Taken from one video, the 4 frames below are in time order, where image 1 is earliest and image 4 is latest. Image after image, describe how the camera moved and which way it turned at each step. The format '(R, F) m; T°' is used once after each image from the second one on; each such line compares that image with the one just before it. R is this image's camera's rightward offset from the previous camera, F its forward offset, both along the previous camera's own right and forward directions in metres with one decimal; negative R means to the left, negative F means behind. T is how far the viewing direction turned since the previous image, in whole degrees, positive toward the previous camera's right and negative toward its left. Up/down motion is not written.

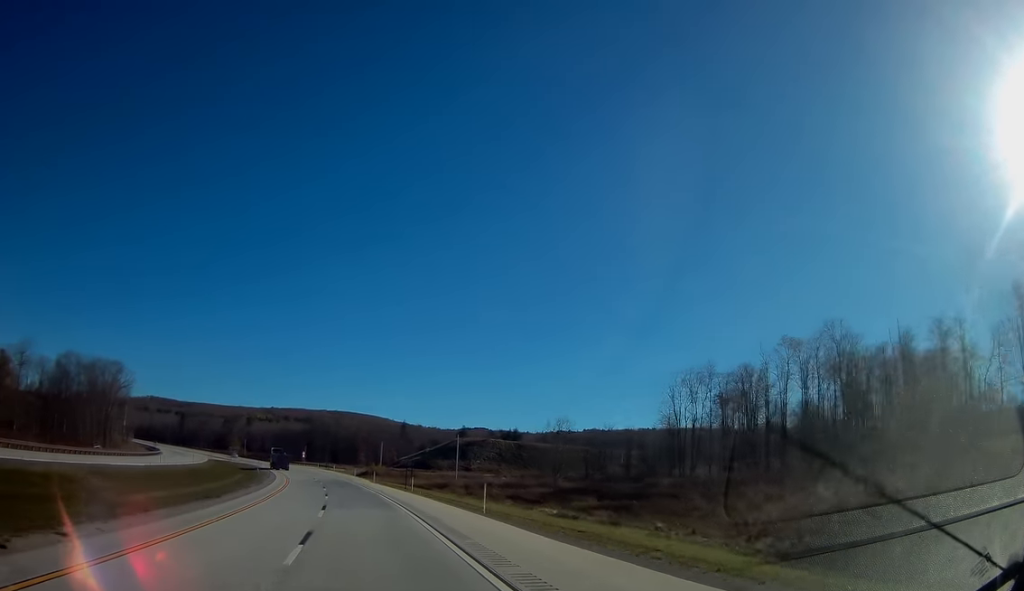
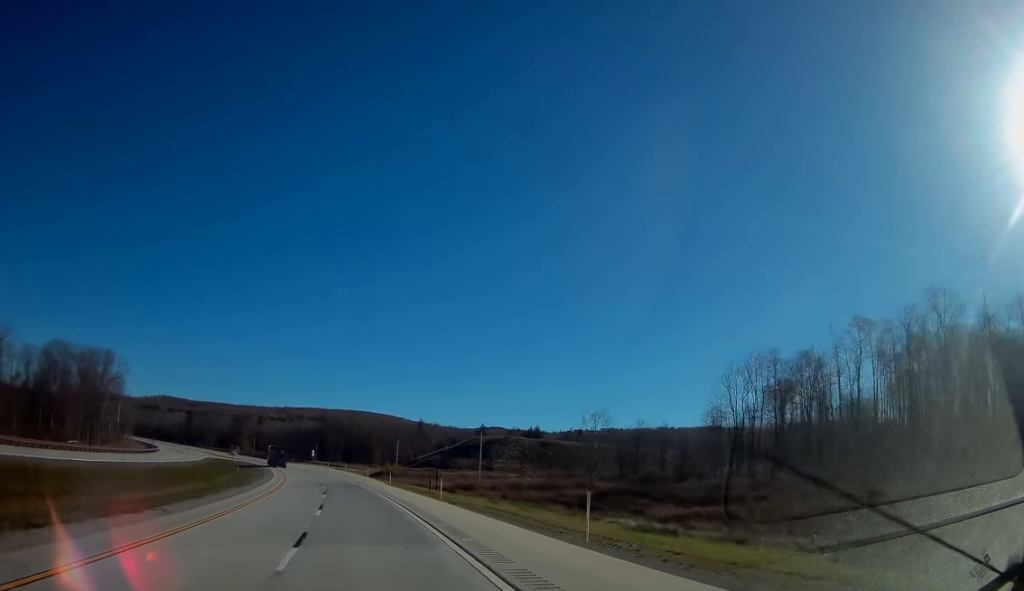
(-0.1, +13.2) m; -2°
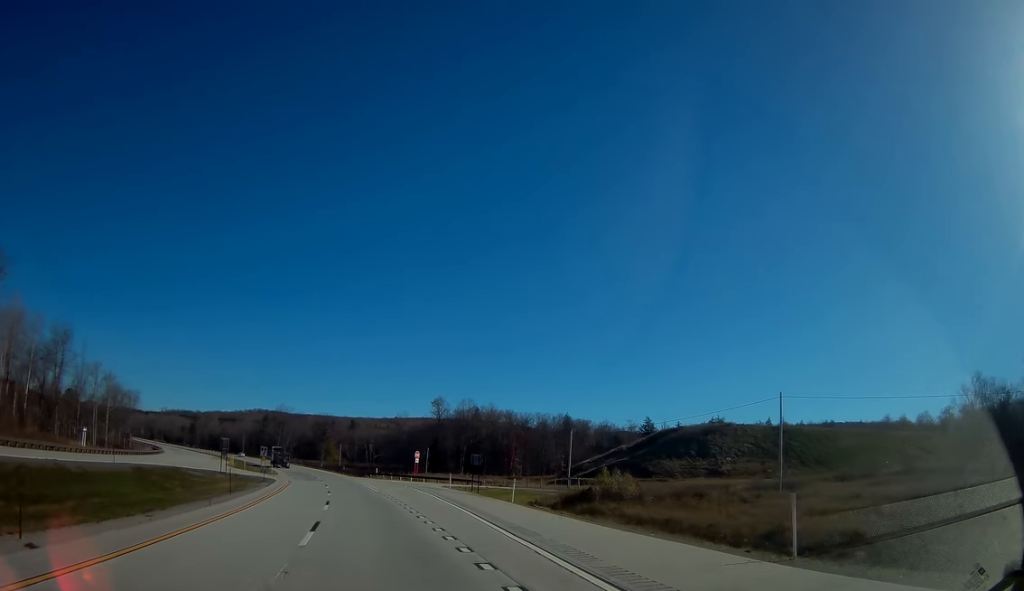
(-7.3, +80.7) m; -11°
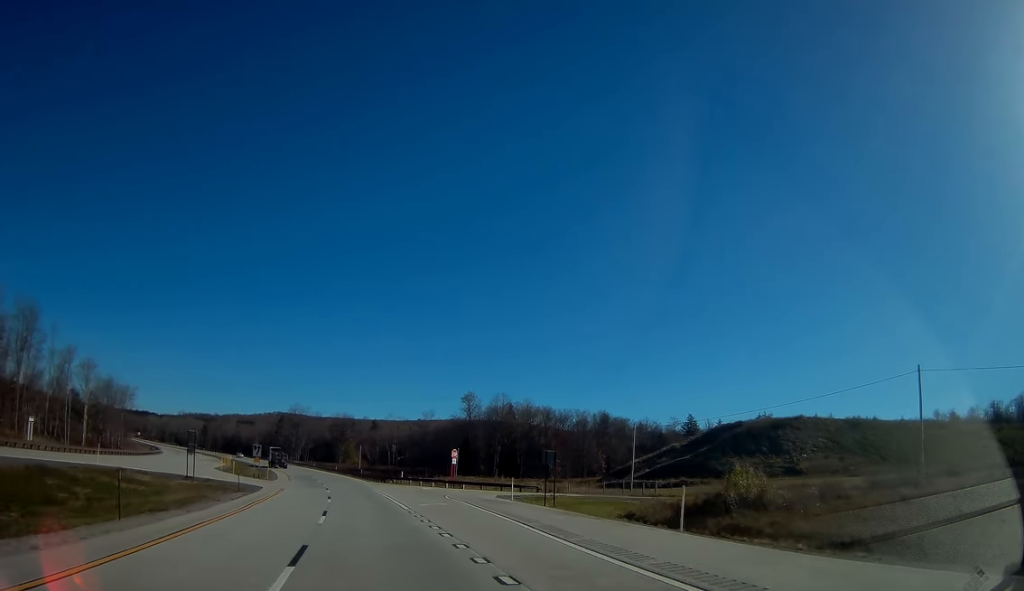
(-0.3, +18.1) m; -2°
